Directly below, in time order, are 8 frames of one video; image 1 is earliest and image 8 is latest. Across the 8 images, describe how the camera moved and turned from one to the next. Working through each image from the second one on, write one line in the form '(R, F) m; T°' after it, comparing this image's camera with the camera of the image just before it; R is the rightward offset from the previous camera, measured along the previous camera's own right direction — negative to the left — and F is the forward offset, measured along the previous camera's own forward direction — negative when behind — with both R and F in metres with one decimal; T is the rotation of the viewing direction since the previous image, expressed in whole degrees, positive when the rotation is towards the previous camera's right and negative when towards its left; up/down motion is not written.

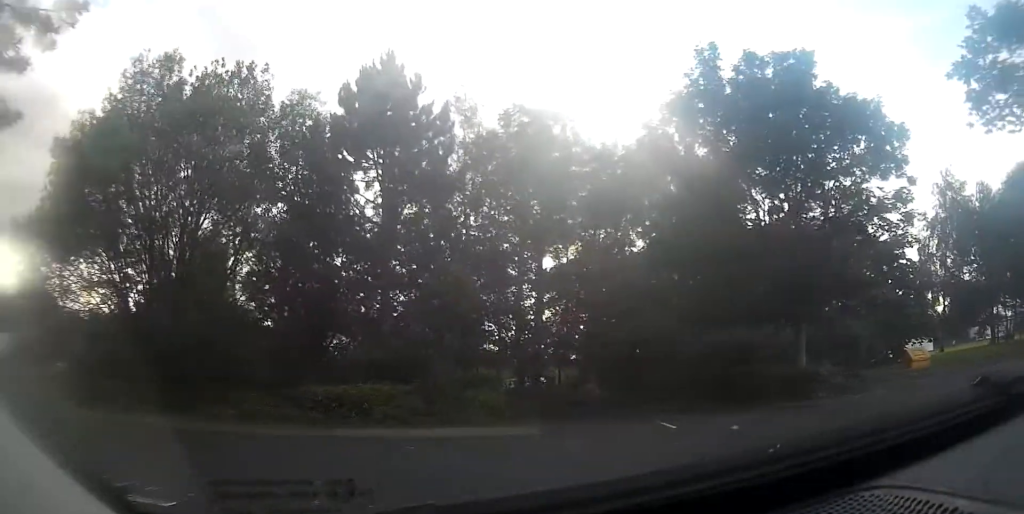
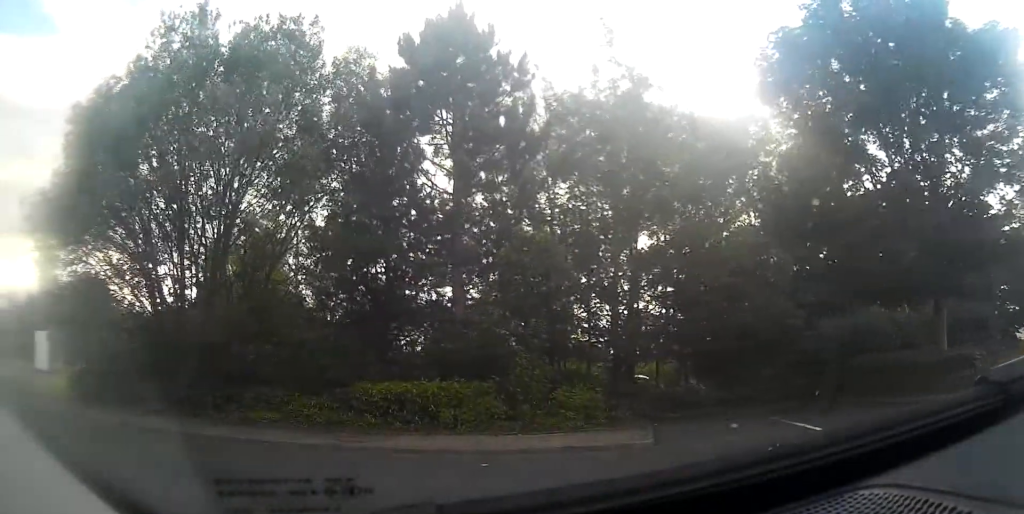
(-0.6, +3.1) m; -17°
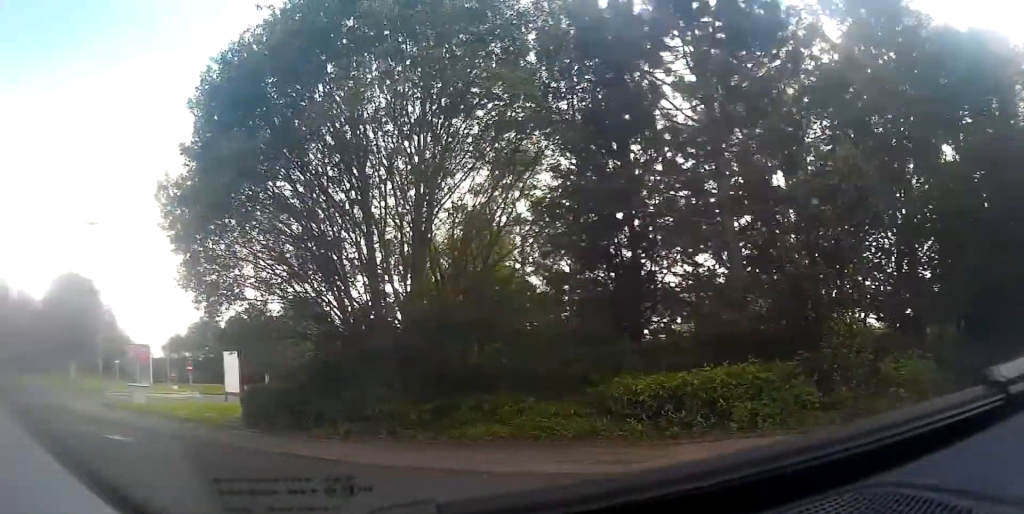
(-0.8, +2.8) m; -36°
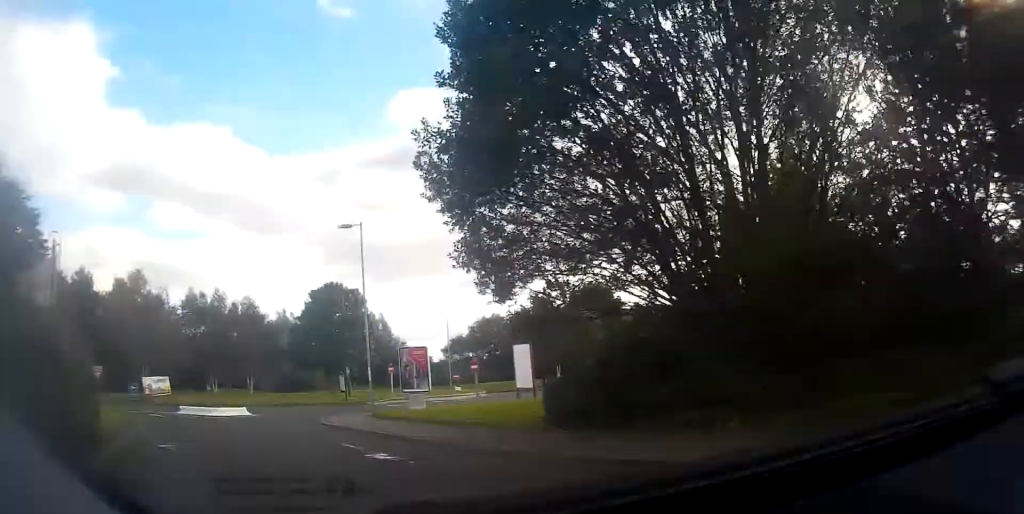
(-0.2, +2.0) m; -21°
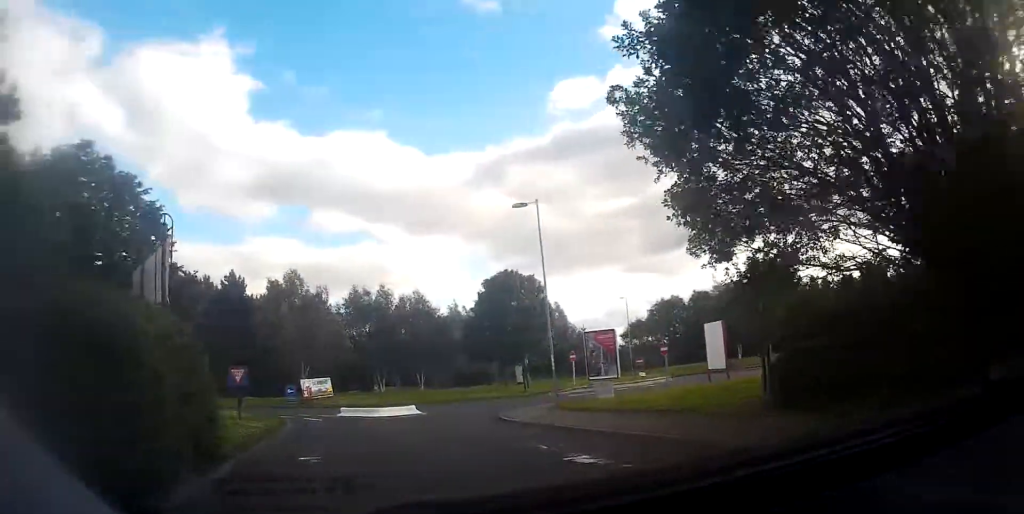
(-0.3, +1.8) m; -9°
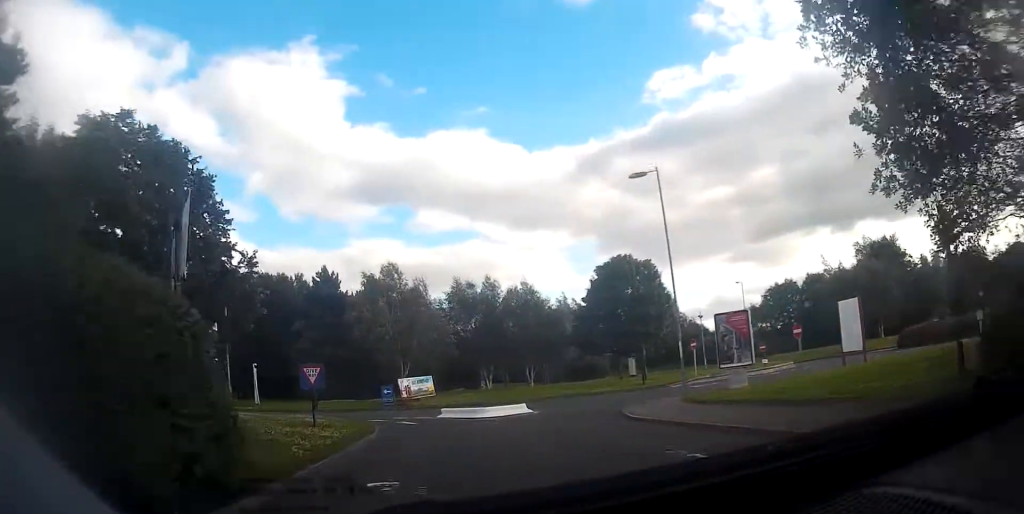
(-0.2, +2.3) m; -9°
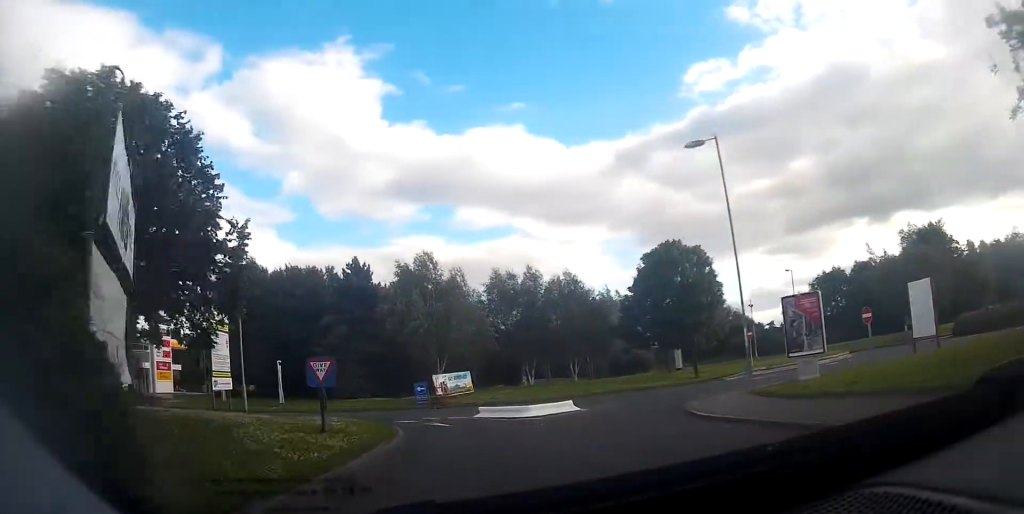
(-0.1, +2.2) m; -3°
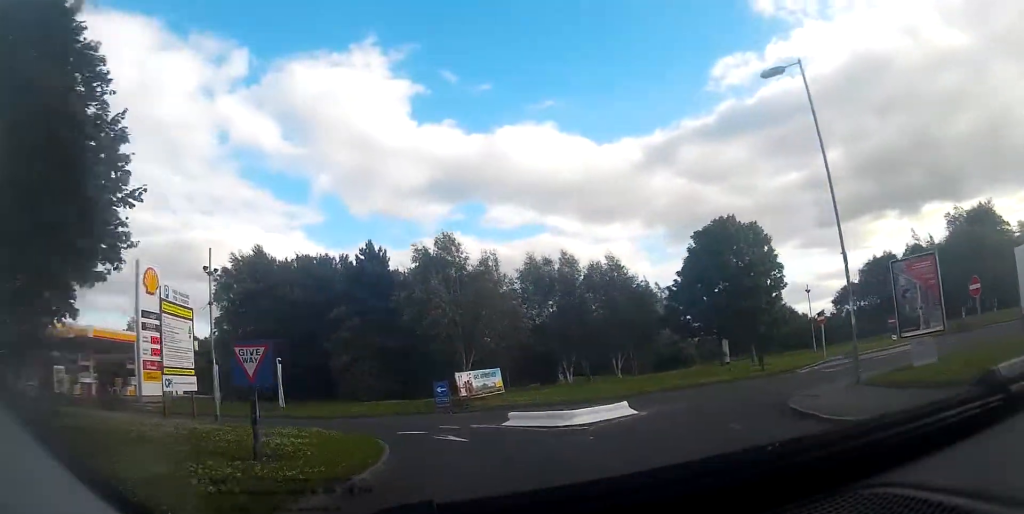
(-0.2, +4.2) m; -5°
